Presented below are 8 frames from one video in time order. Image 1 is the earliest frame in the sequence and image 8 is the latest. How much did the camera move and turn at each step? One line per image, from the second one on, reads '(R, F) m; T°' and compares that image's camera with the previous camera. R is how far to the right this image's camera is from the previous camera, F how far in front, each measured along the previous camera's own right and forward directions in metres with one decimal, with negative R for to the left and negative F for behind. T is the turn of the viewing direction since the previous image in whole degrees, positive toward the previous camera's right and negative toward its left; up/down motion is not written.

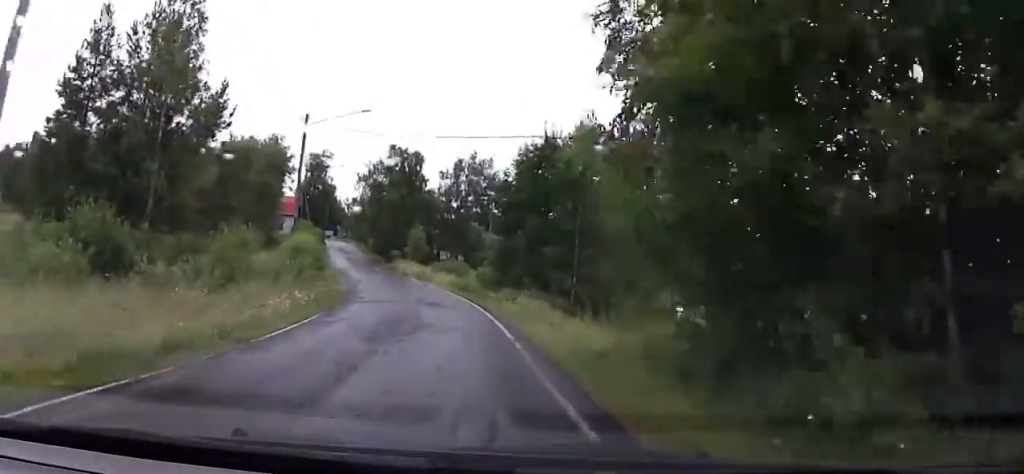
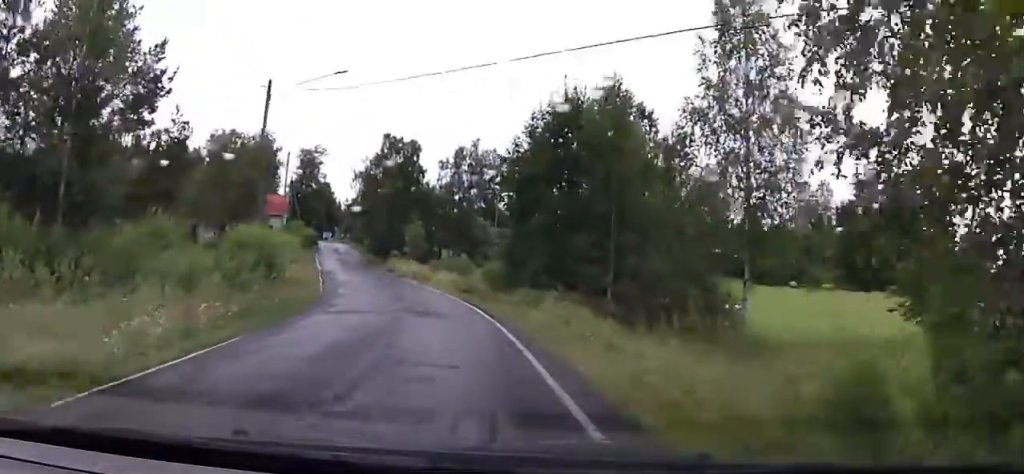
(0.0, +6.7) m; 0°
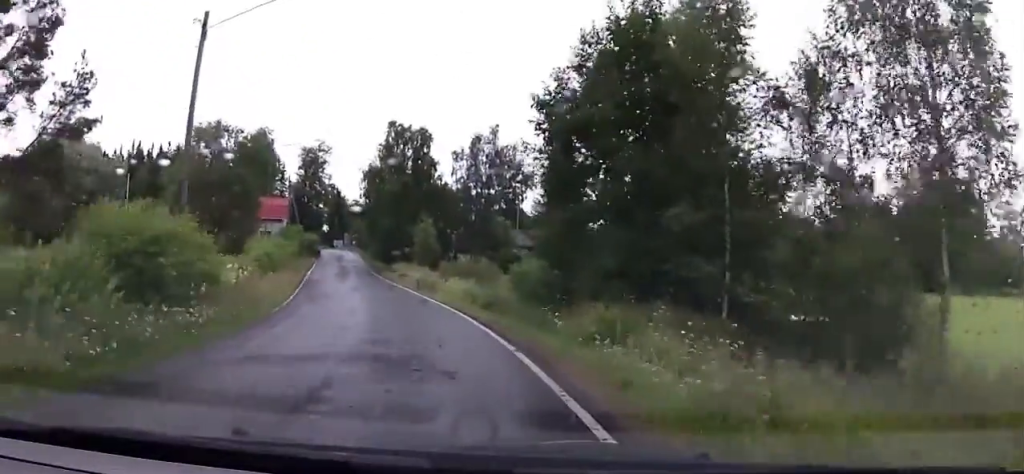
(0.0, +8.7) m; 0°
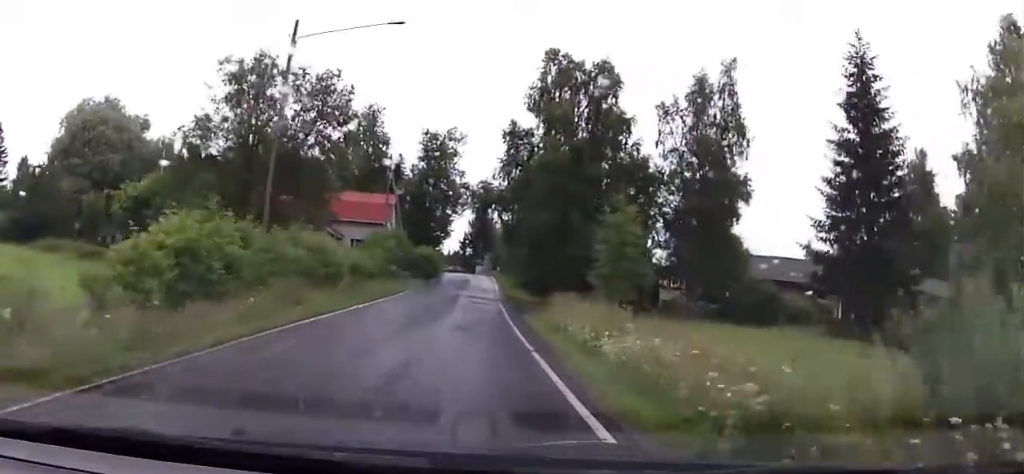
(-1.9, +25.8) m; -6°
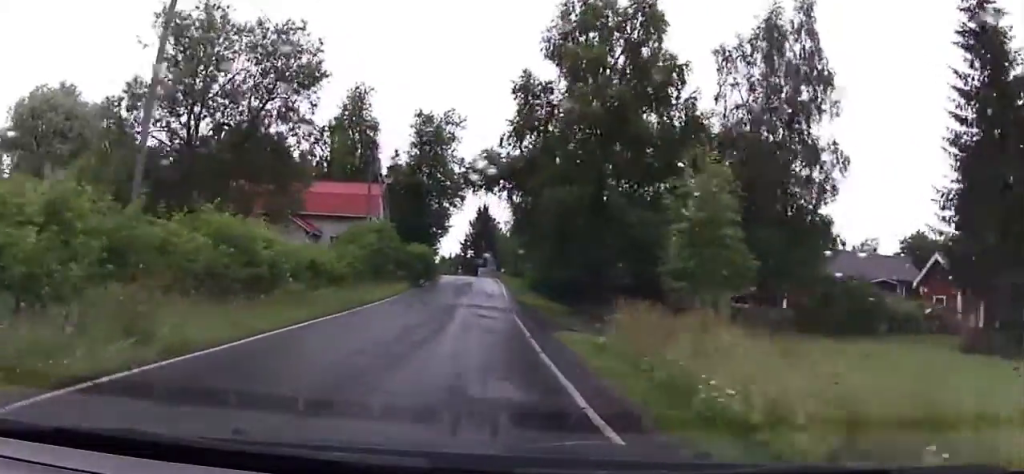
(+0.2, +8.7) m; -3°
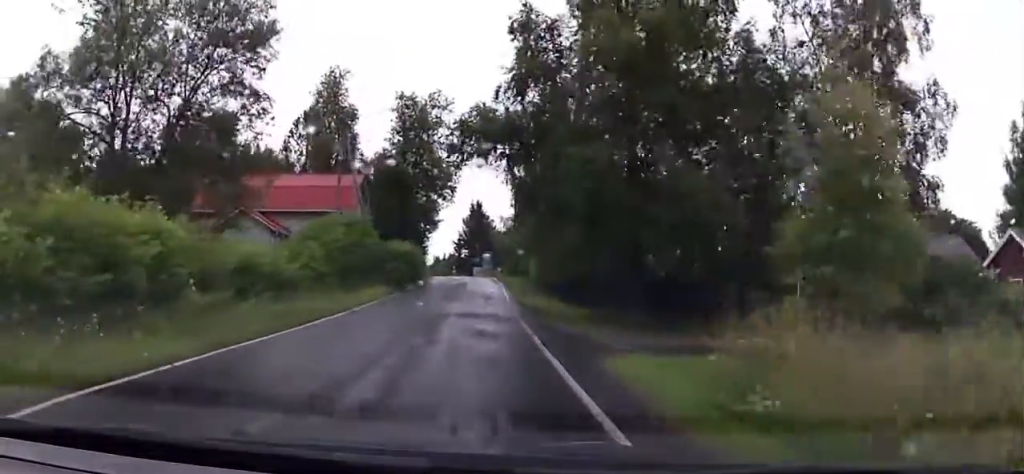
(+0.4, +6.3) m; -6°
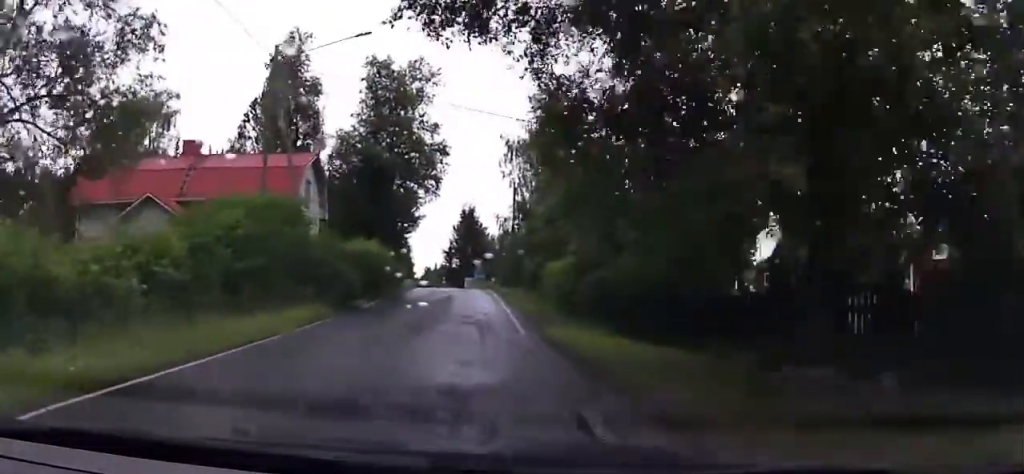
(-1.9, +10.9) m; -4°
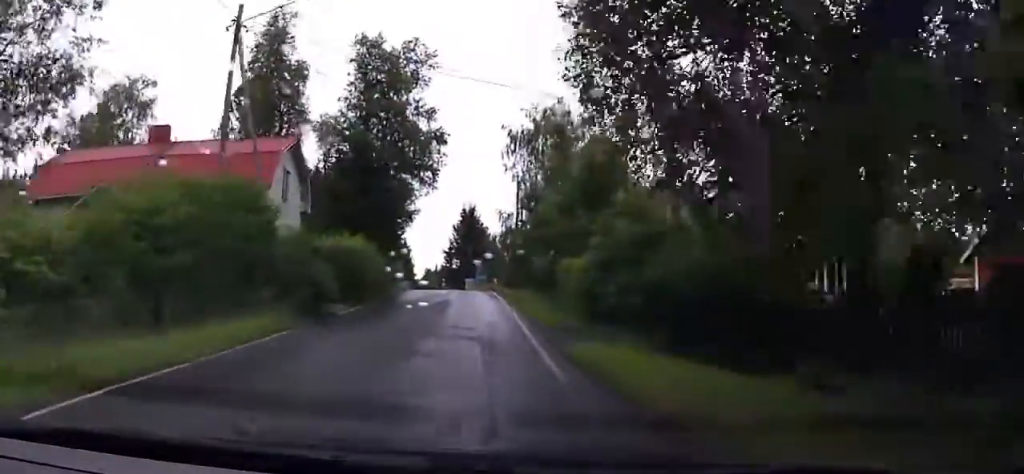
(+0.1, +4.1) m; +6°
